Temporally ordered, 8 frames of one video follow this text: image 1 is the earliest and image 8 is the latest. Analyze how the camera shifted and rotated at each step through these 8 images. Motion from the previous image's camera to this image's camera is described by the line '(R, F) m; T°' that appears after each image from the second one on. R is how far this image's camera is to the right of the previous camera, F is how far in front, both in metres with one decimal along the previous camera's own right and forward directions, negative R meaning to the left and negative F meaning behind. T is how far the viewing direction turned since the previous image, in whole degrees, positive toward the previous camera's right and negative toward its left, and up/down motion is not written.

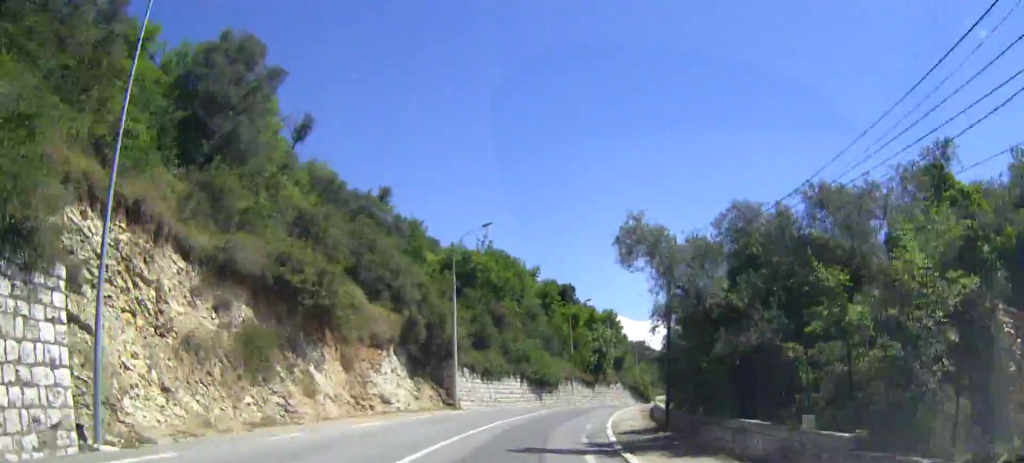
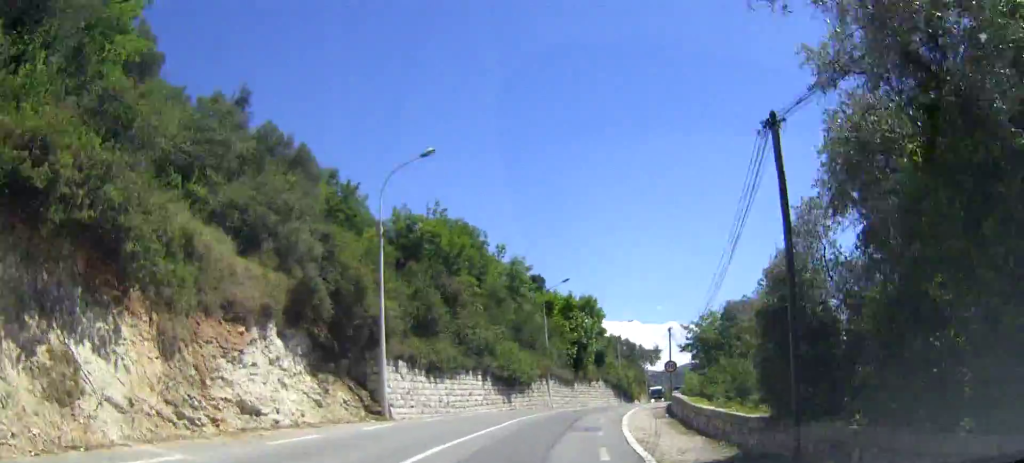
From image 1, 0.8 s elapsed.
(+0.2, +12.9) m; +2°
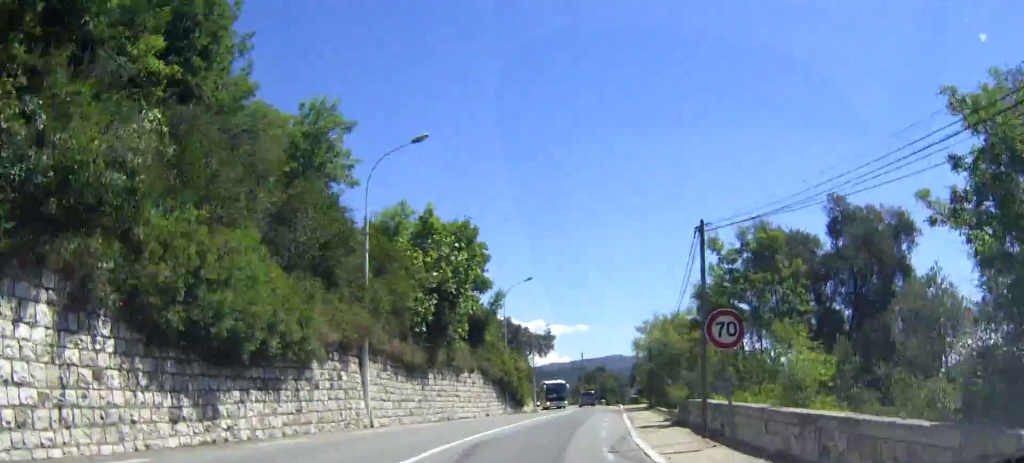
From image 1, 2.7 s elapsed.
(+2.2, +32.2) m; +9°
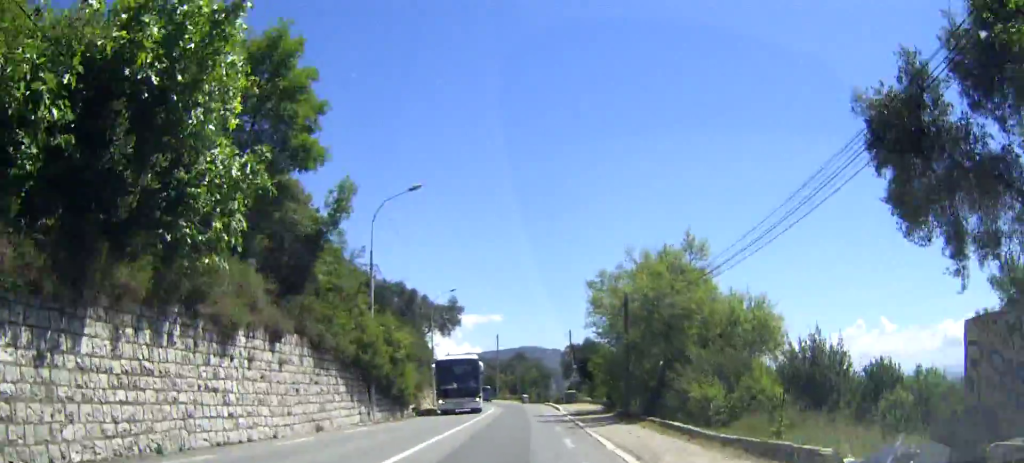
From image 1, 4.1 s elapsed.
(+1.4, +22.7) m; +6°
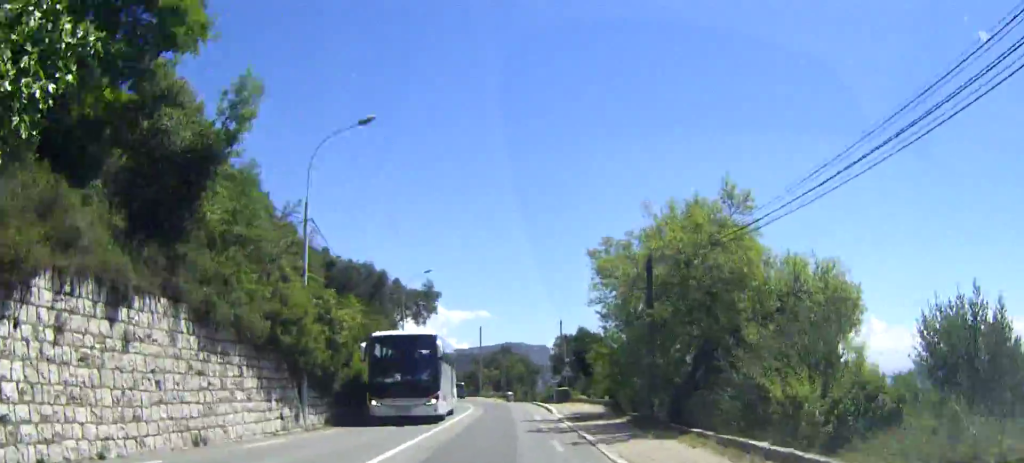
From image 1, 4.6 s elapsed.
(+0.1, +8.2) m; +1°
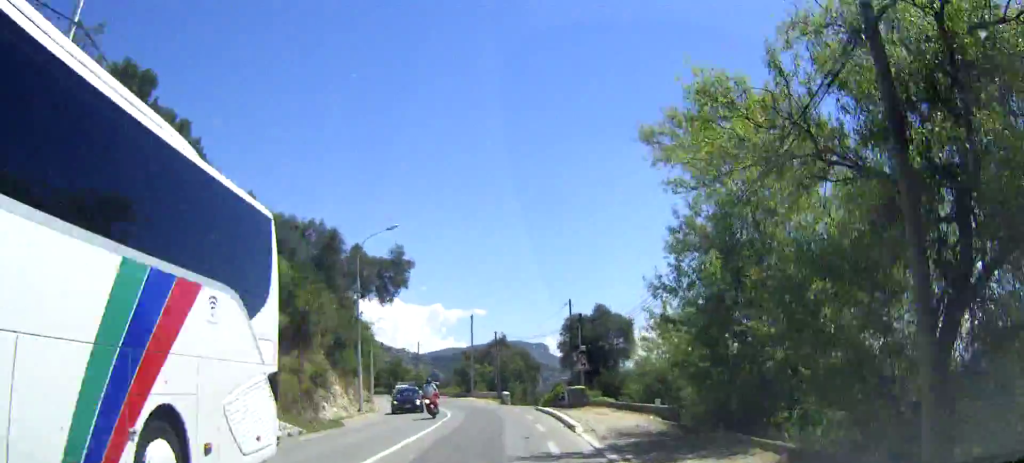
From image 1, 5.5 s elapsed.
(+0.3, +14.6) m; +1°
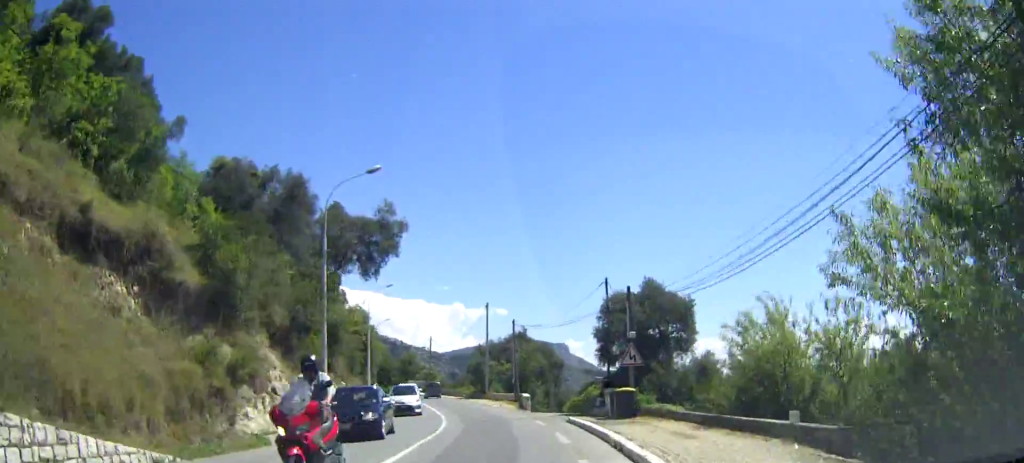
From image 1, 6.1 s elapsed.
(0.0, +10.7) m; -1°
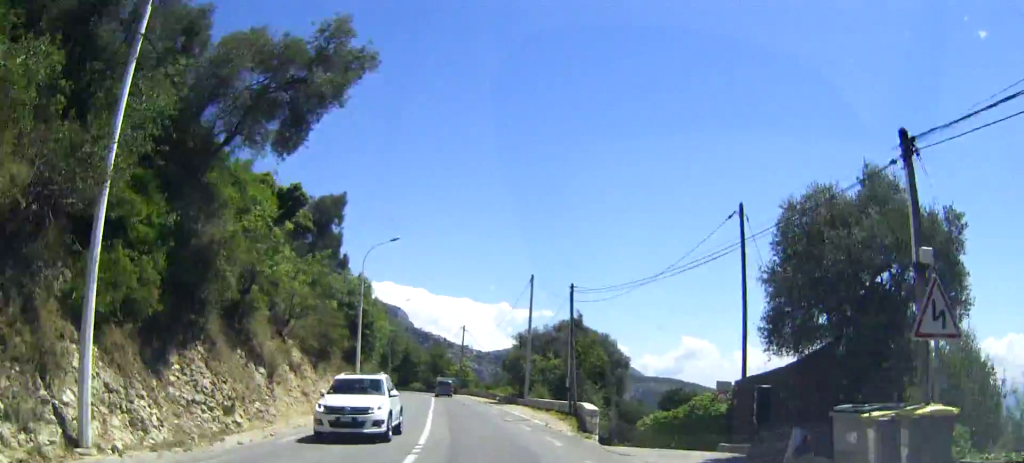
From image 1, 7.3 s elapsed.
(-0.3, +19.1) m; -4°
